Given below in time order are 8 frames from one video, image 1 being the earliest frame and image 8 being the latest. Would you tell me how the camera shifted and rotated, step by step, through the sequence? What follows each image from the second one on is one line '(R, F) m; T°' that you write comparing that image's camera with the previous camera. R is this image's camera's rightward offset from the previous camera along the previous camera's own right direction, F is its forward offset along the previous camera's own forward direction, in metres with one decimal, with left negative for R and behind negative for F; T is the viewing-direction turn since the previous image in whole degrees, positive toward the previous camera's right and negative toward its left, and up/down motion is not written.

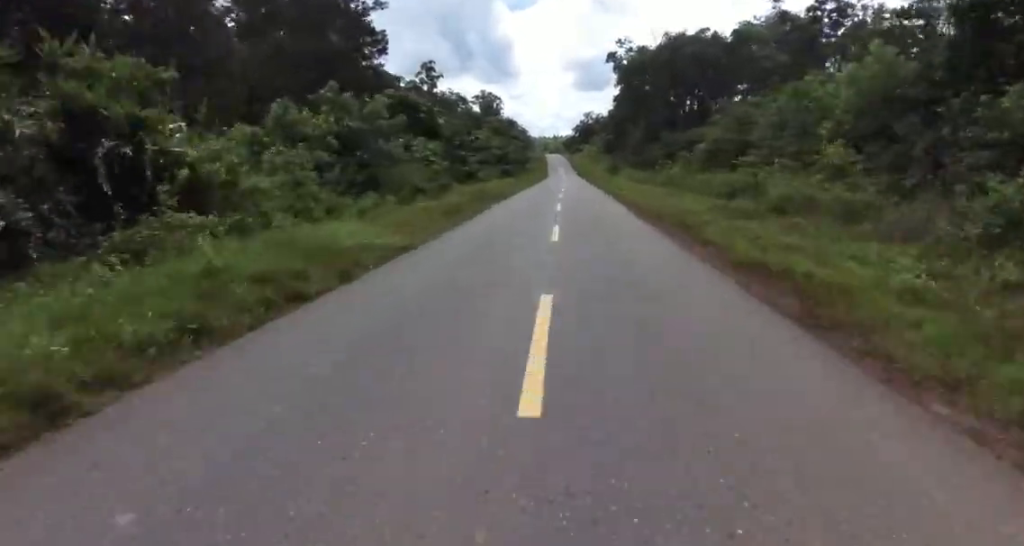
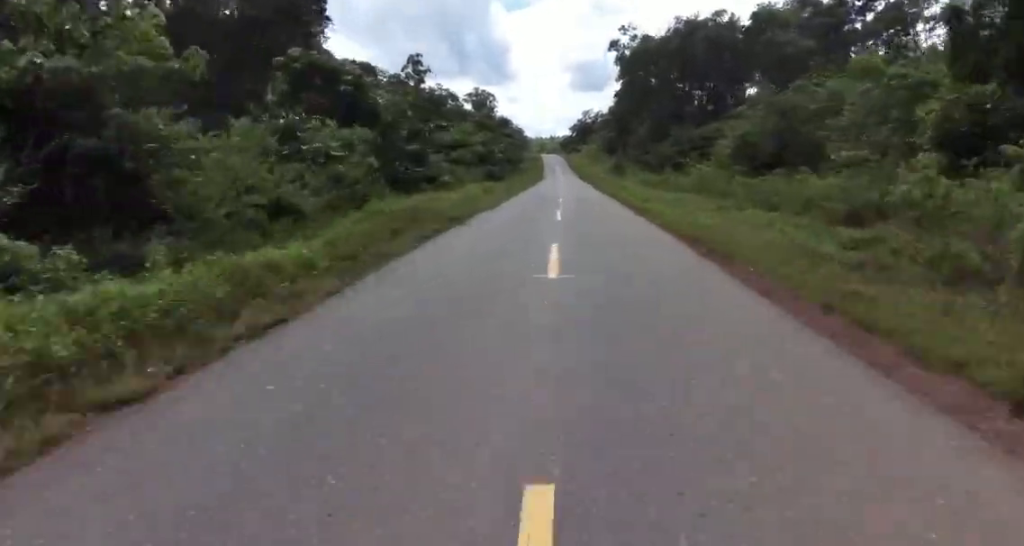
(-0.6, +12.0) m; 0°
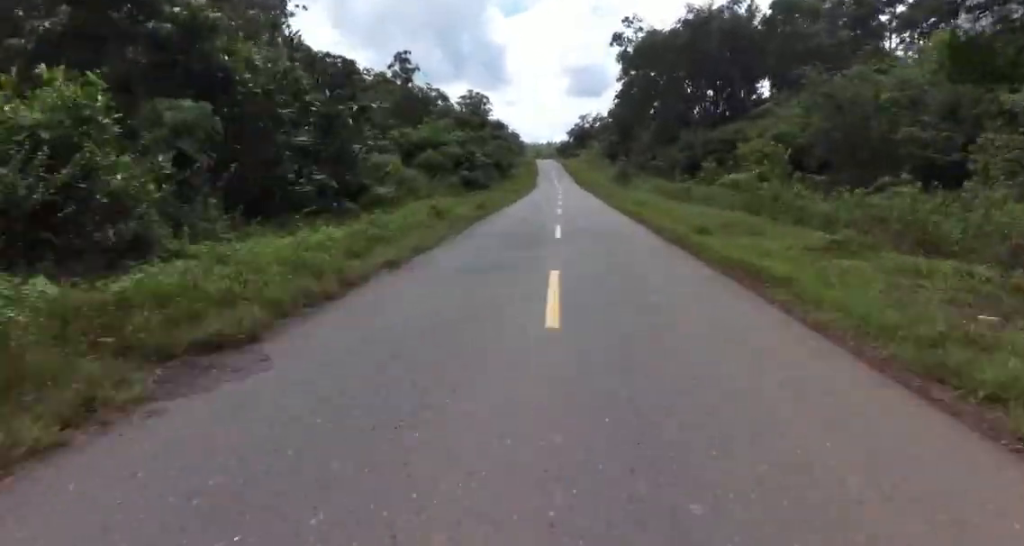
(-0.3, +11.3) m; 0°
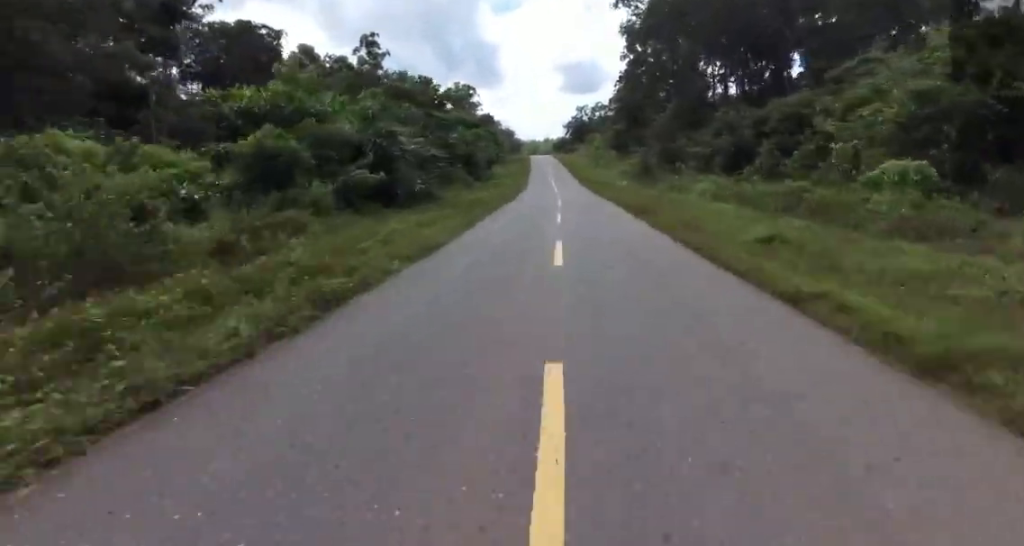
(+0.7, +21.5) m; +2°
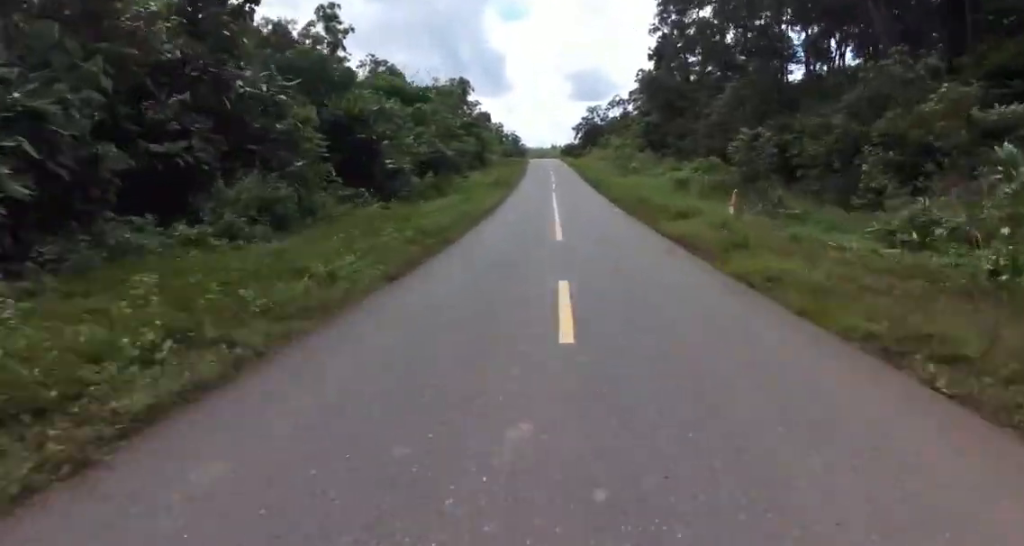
(+0.4, +29.0) m; 0°
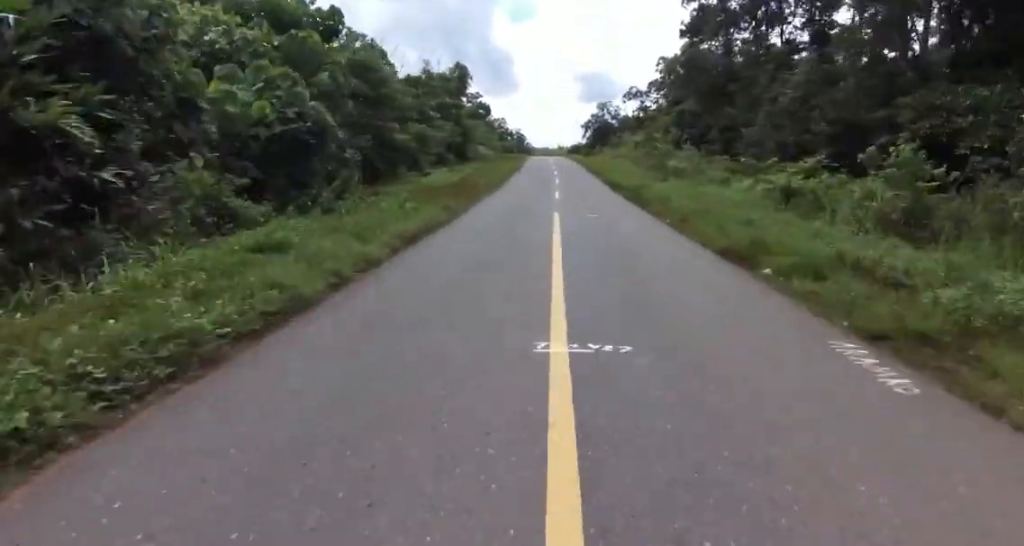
(-0.2, +17.8) m; -1°
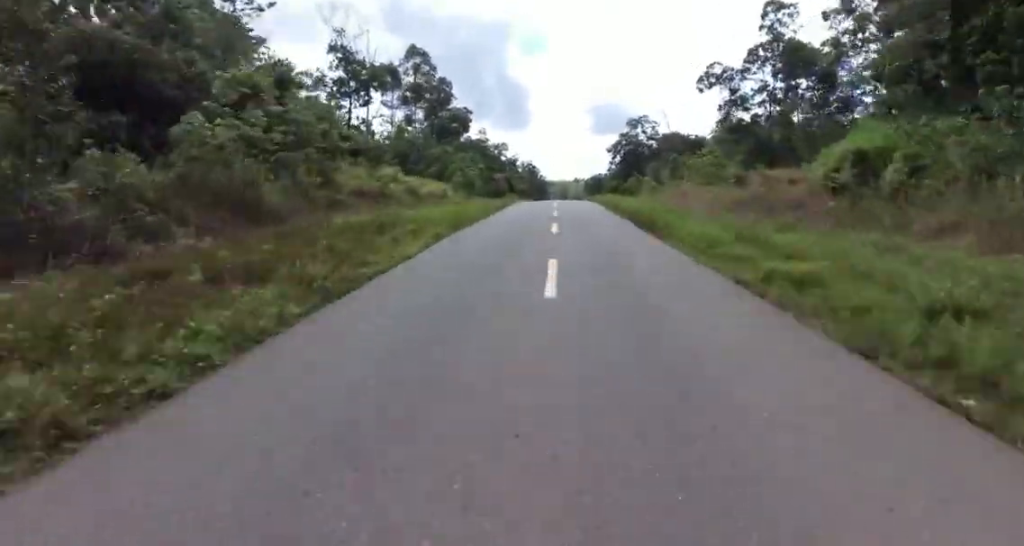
(-1.4, +57.4) m; -3°
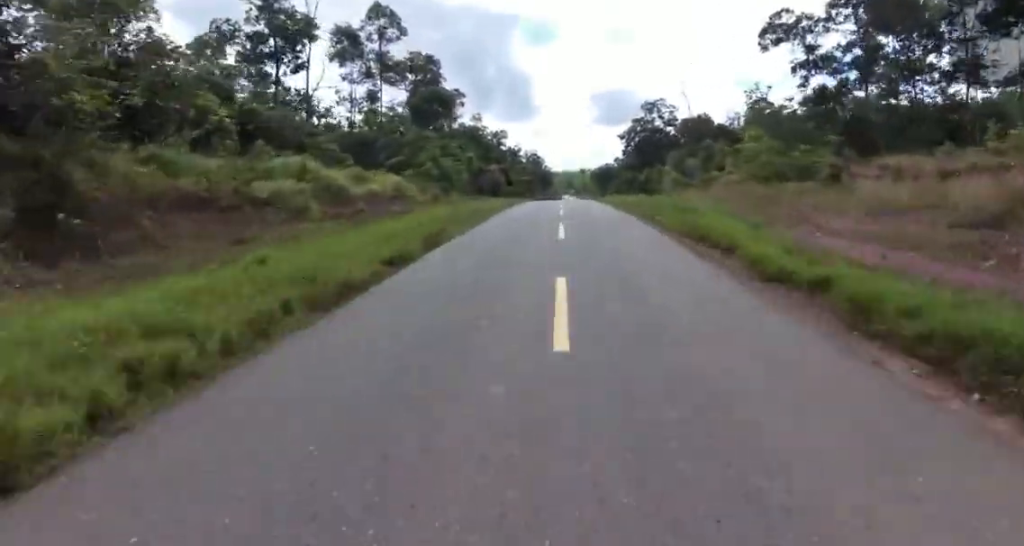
(-0.5, +19.8) m; -1°
